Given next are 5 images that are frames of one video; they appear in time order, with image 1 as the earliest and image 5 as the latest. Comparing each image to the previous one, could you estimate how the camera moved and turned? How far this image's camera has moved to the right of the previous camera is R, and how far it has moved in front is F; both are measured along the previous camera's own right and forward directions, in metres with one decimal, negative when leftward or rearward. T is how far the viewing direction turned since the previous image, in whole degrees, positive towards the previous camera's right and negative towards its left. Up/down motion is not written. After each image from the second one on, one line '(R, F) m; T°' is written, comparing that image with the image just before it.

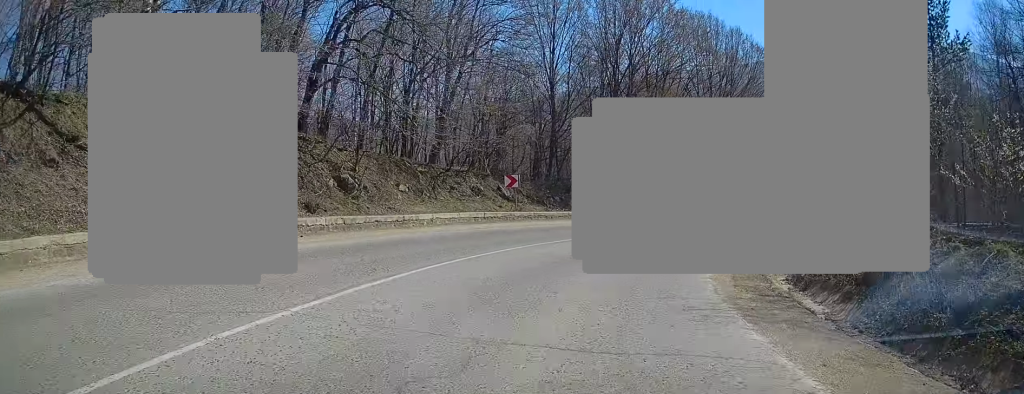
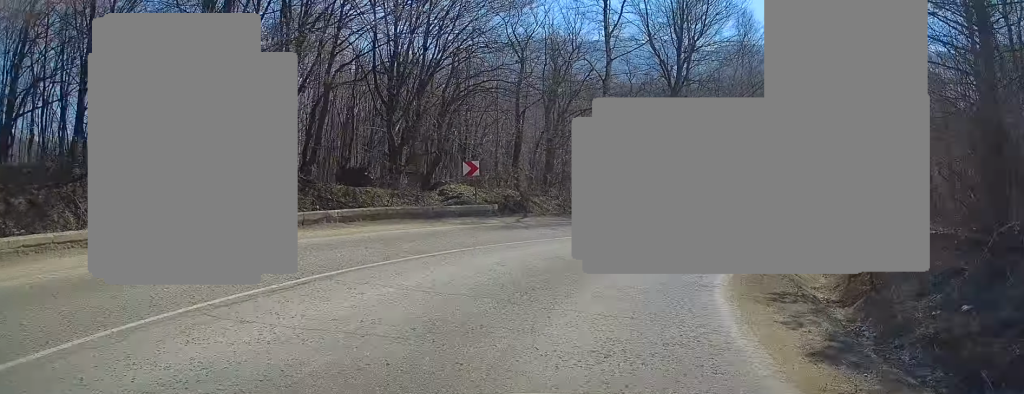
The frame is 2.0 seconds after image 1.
(+6.0, +24.4) m; +25°
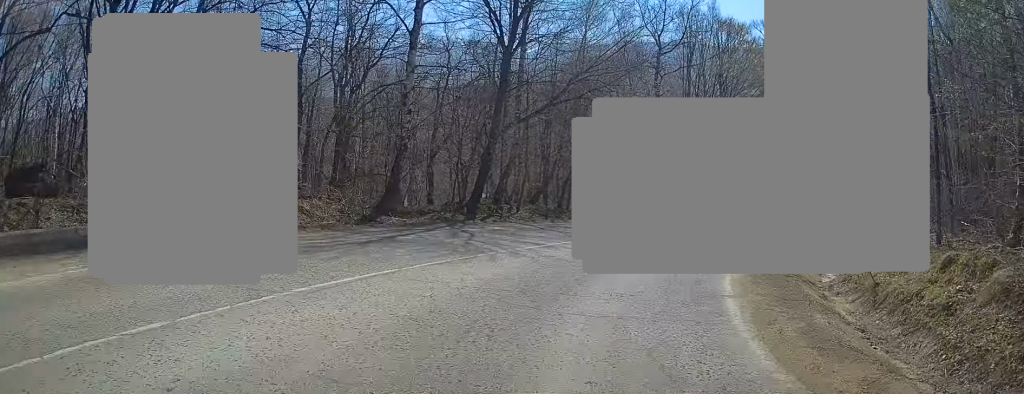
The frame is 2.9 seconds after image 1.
(+0.6, +10.7) m; +13°
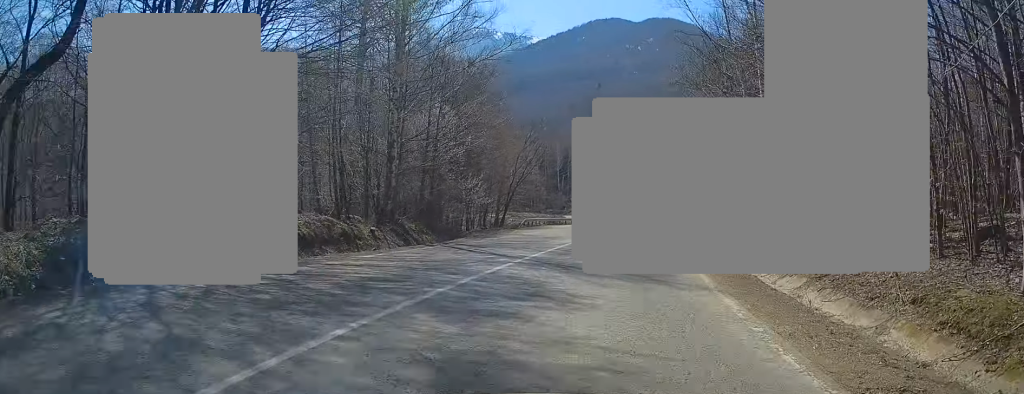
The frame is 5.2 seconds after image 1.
(+9.7, +28.1) m; +31°
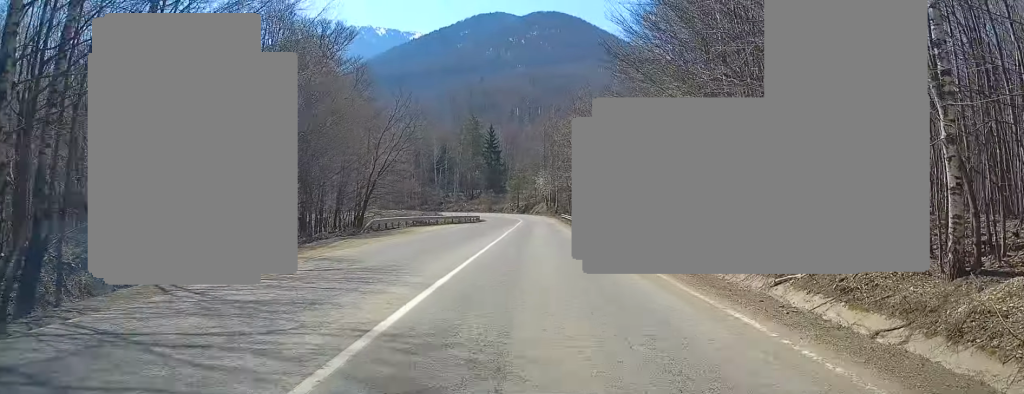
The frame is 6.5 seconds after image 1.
(+1.4, +16.0) m; +11°
